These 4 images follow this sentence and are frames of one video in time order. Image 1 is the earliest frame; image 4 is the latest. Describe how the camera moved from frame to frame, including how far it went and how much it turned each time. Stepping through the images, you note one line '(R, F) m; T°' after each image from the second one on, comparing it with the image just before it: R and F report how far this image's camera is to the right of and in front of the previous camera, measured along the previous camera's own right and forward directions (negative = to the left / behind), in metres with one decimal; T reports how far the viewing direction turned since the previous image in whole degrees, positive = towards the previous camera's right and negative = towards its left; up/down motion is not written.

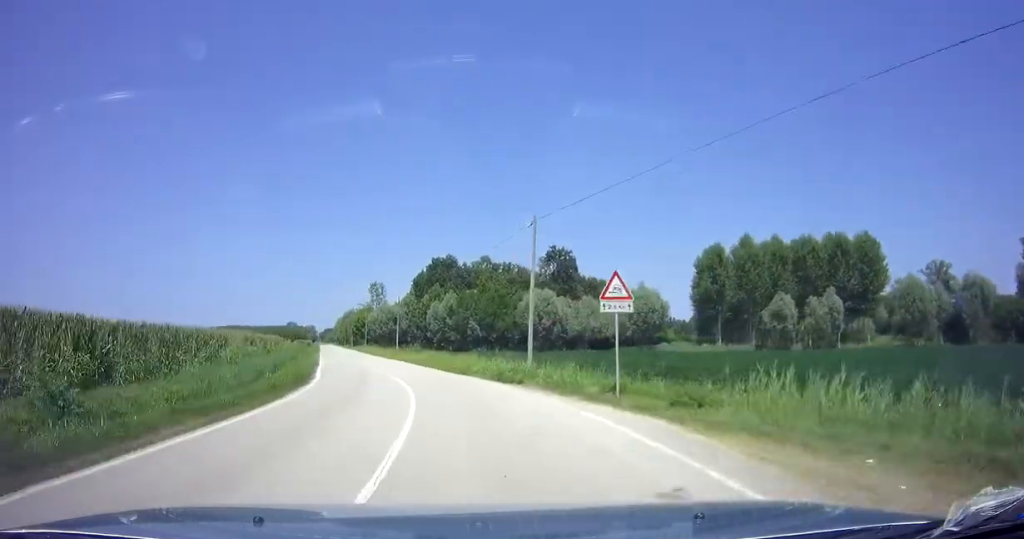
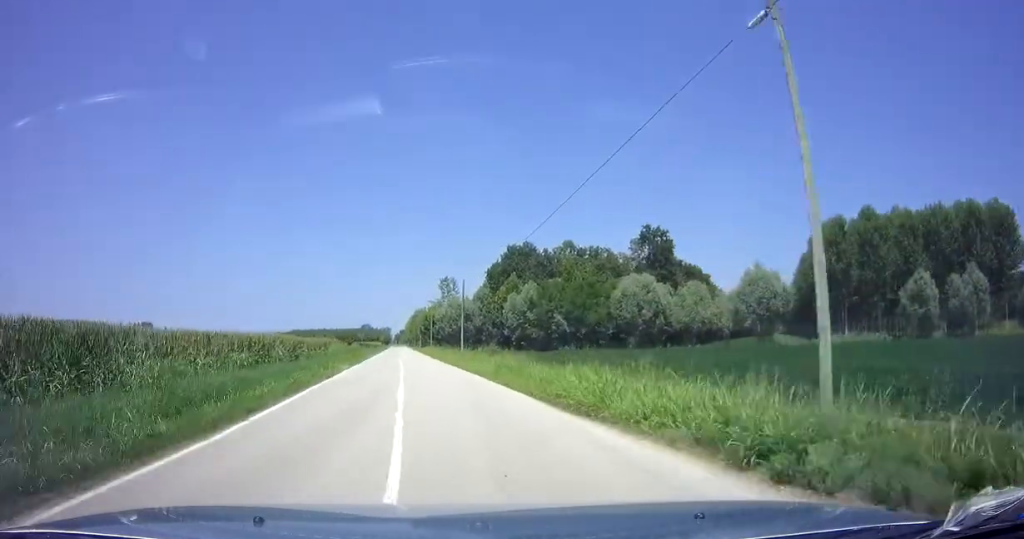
(-1.0, +16.1) m; -4°
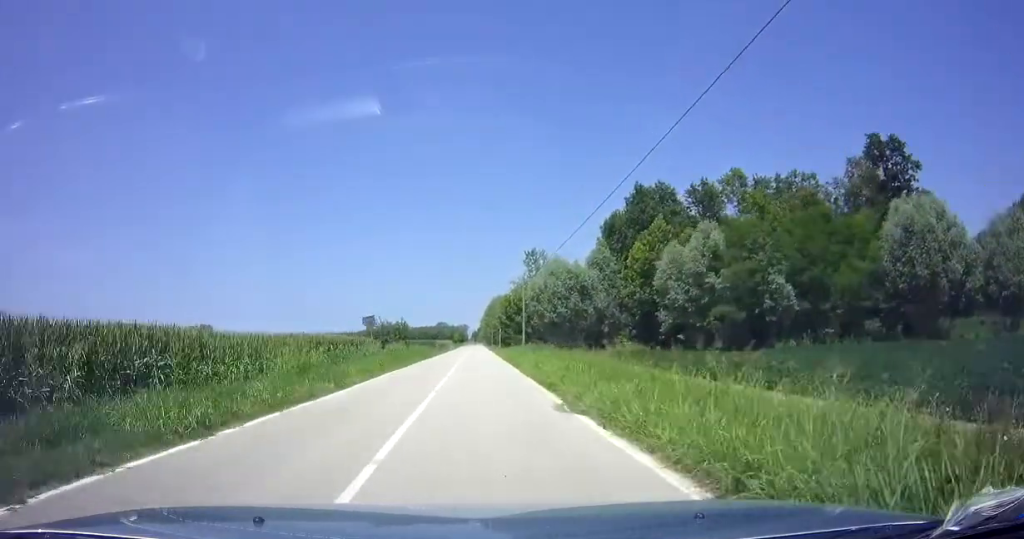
(-0.9, +42.5) m; -2°
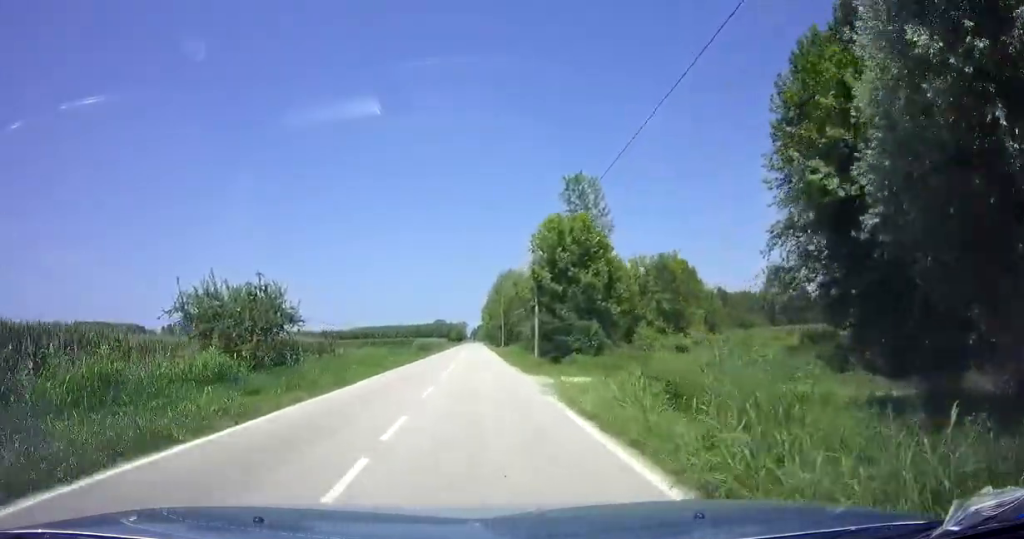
(-0.1, +50.4) m; 0°
